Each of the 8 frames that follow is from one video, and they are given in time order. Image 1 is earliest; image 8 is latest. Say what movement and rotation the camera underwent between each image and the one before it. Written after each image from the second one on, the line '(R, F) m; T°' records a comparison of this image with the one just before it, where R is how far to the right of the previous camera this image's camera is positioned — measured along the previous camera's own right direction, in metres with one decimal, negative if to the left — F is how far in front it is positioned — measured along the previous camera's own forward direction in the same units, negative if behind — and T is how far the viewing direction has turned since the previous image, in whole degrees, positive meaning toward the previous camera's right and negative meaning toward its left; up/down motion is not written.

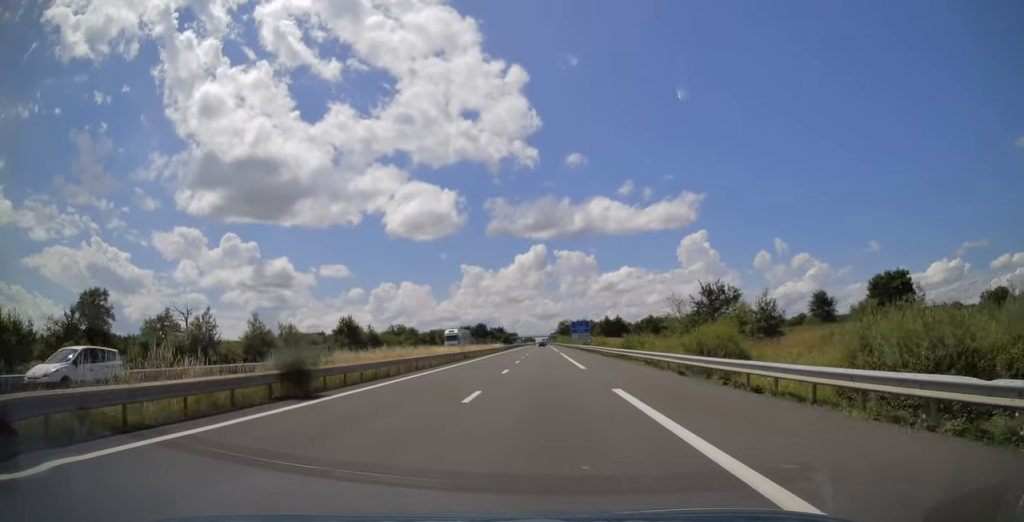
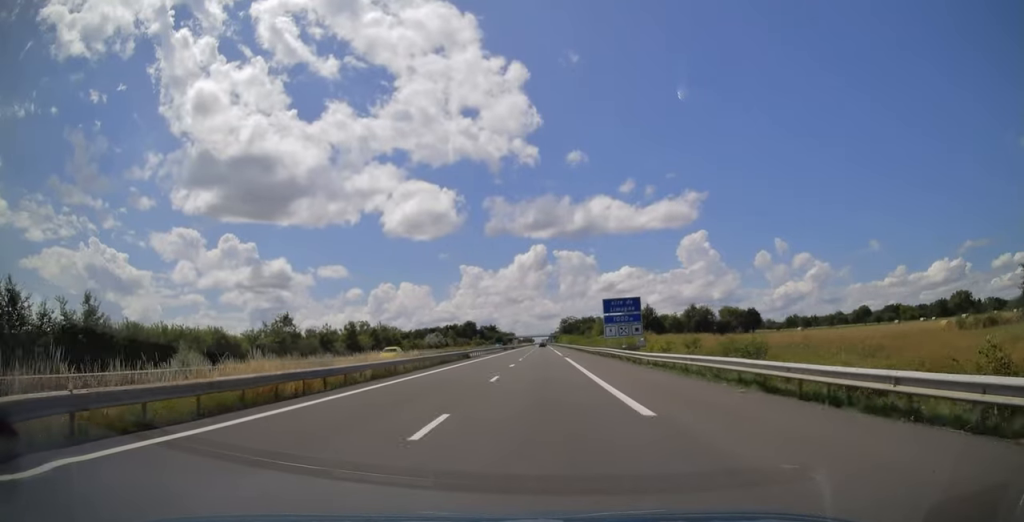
(-0.2, +69.1) m; 0°
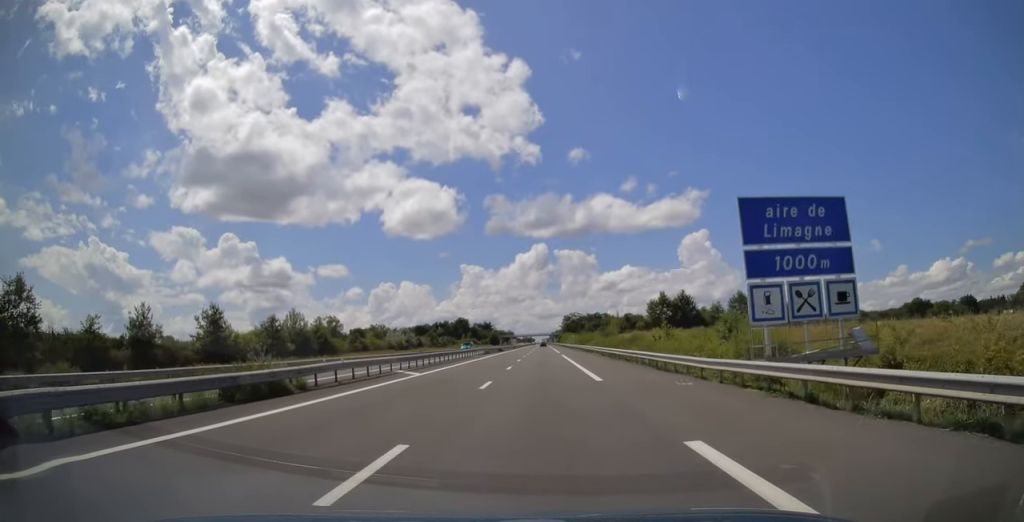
(+0.5, +42.0) m; 0°
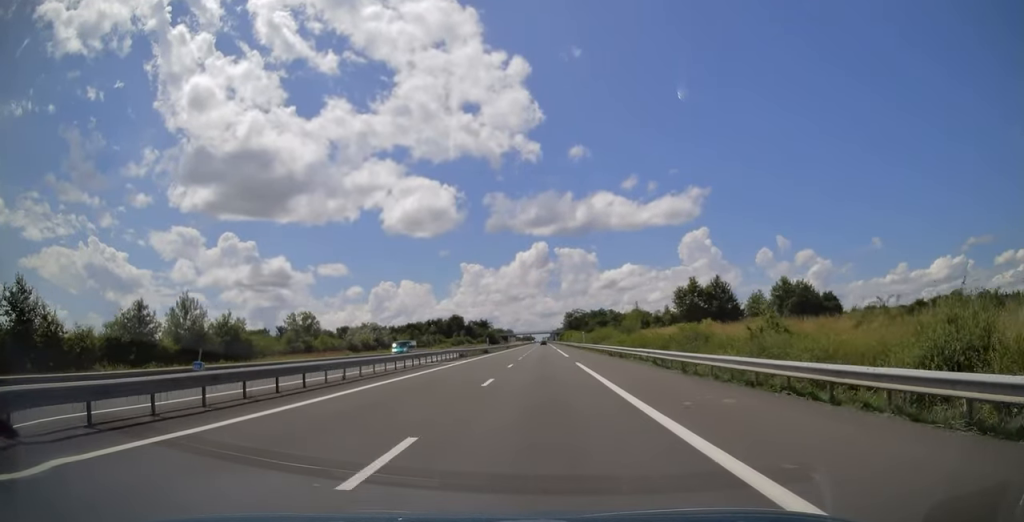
(-0.6, +25.1) m; 0°
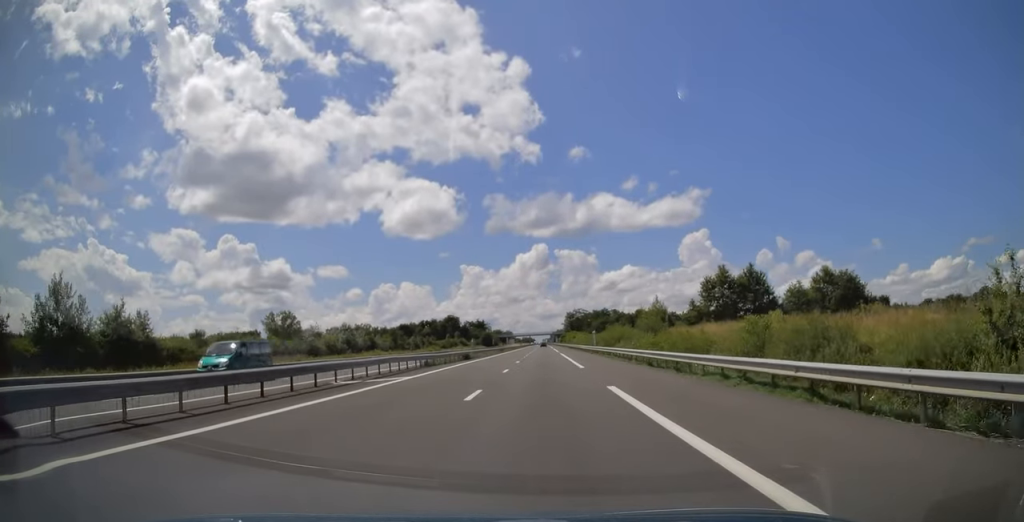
(0.0, +16.9) m; 0°
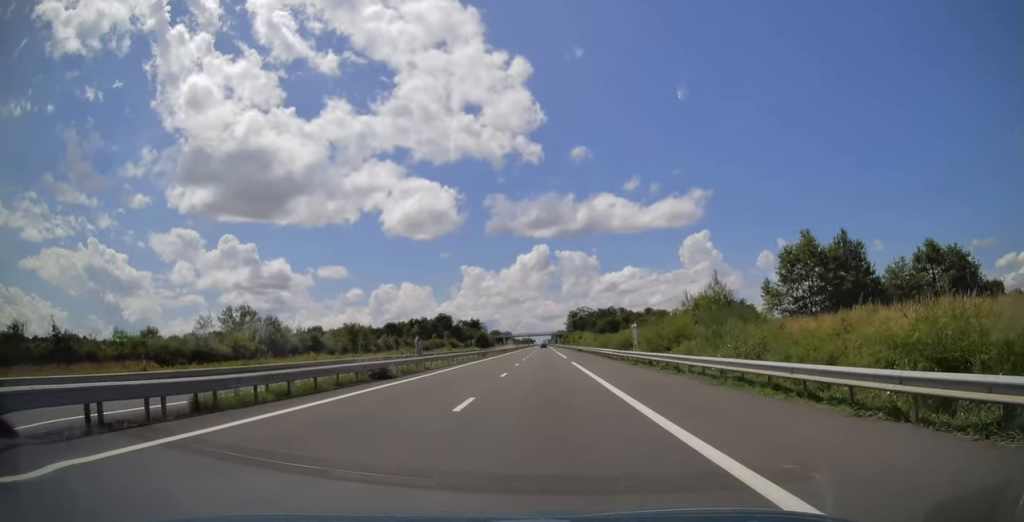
(+0.5, +27.7) m; 0°
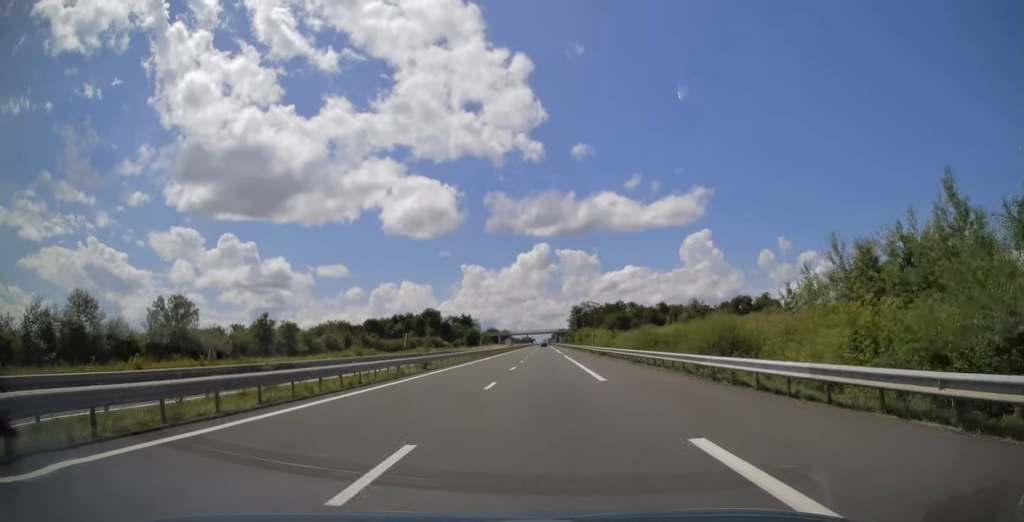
(-0.6, +32.9) m; 0°
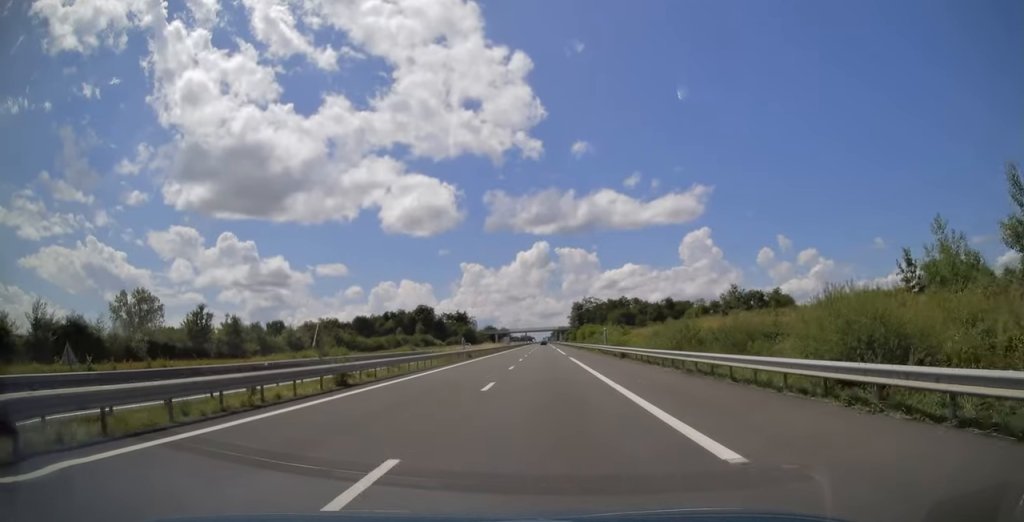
(+0.2, +13.9) m; 0°
